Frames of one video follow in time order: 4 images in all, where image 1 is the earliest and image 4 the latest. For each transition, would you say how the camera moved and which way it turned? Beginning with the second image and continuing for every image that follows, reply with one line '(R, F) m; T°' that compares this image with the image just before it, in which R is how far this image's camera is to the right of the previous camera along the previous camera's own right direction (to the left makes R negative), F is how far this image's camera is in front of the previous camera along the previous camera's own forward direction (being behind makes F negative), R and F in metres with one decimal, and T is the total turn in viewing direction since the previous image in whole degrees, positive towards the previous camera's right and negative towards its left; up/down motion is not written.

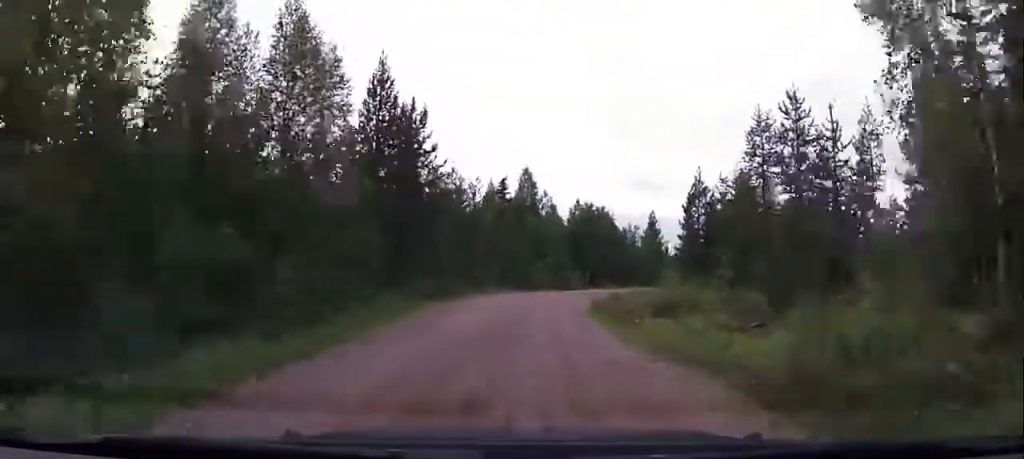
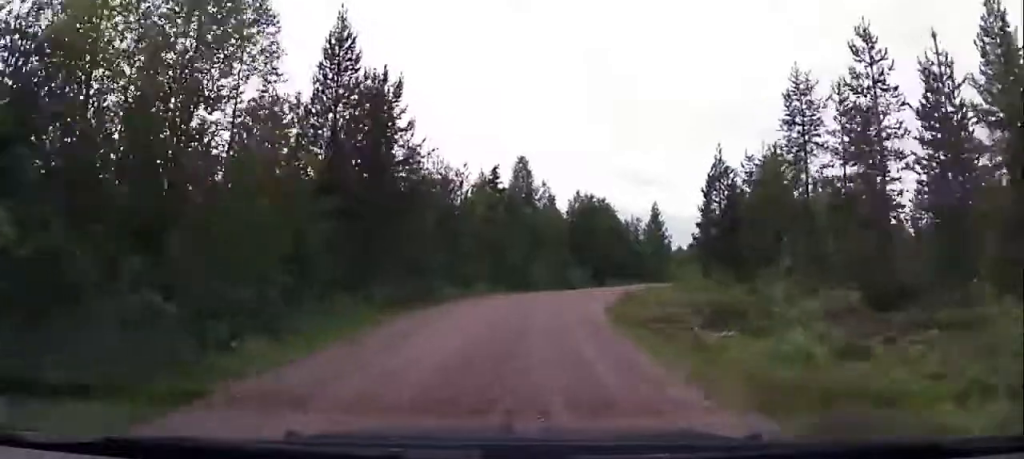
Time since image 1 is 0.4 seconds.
(0.0, +5.7) m; 0°
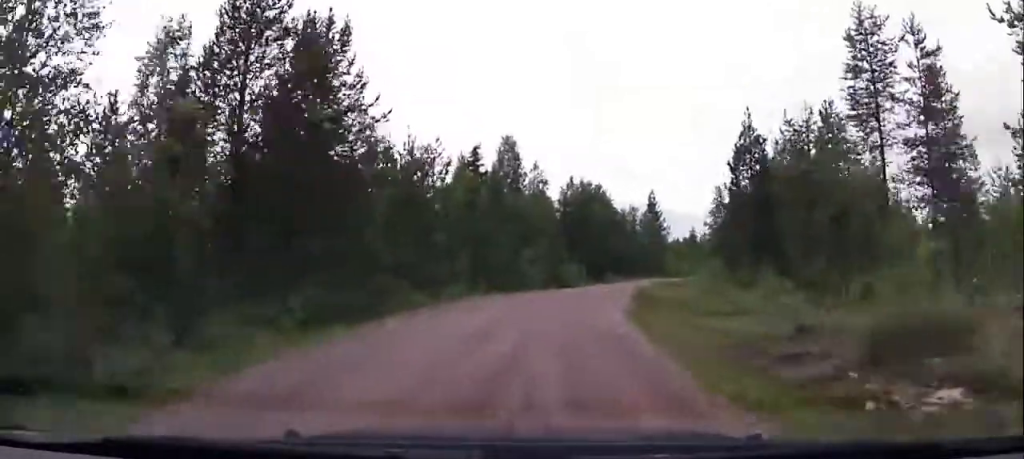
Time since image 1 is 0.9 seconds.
(0.0, +6.8) m; 0°
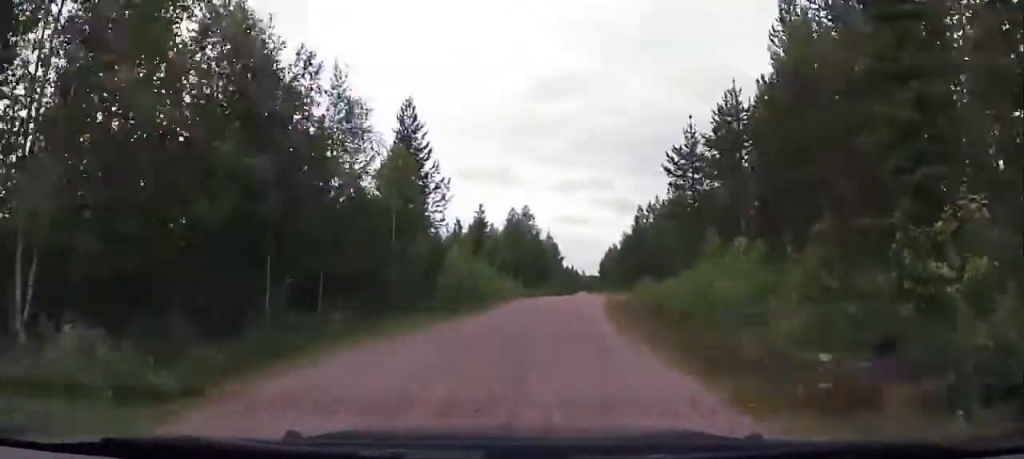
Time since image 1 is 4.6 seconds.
(+7.1, +50.3) m; +19°
